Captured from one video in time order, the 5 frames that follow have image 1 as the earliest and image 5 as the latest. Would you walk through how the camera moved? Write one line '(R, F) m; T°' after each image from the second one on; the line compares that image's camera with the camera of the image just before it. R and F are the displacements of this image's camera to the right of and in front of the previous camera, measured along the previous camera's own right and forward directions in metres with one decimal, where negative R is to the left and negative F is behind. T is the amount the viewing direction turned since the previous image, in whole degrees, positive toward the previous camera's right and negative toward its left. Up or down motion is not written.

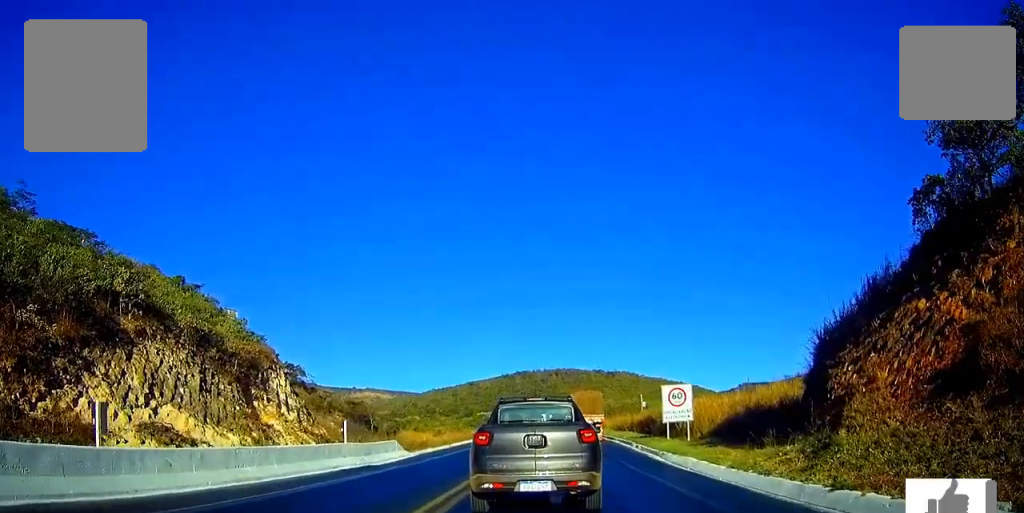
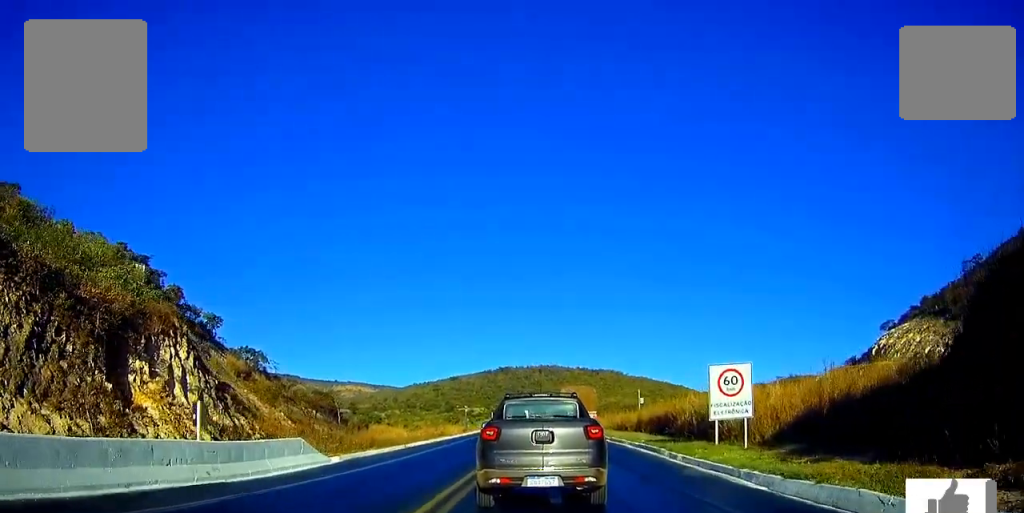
(+0.1, +11.8) m; +1°
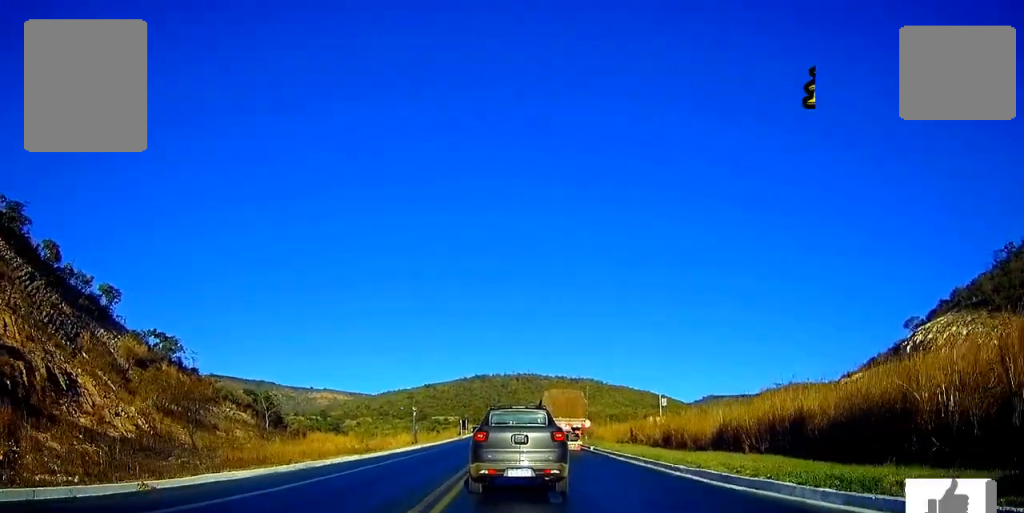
(+0.7, +27.0) m; +2°
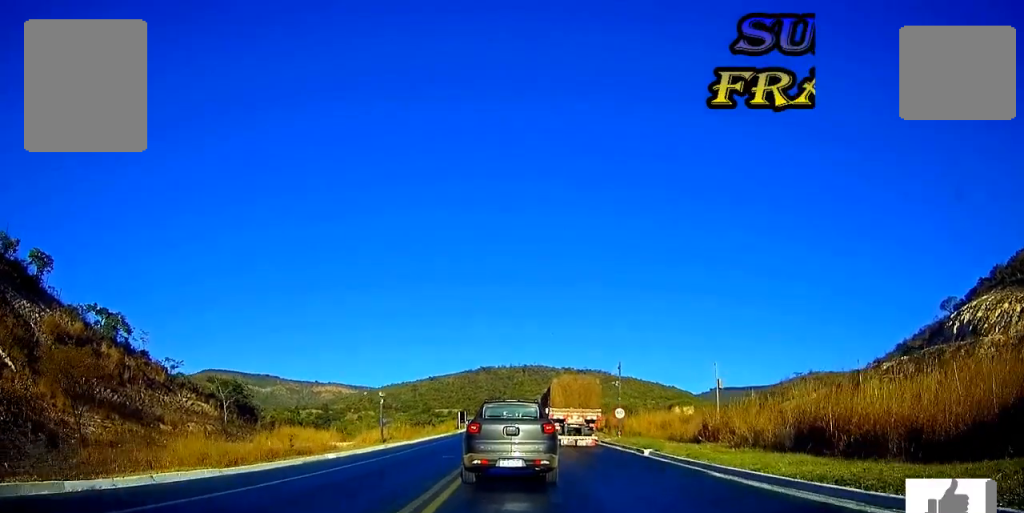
(0.0, +16.9) m; 0°
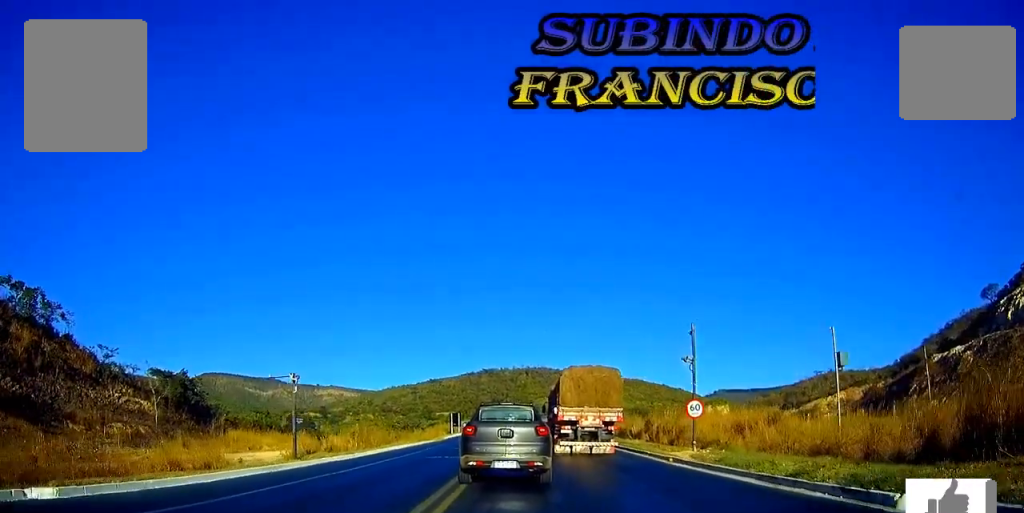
(-0.1, +18.4) m; 0°
